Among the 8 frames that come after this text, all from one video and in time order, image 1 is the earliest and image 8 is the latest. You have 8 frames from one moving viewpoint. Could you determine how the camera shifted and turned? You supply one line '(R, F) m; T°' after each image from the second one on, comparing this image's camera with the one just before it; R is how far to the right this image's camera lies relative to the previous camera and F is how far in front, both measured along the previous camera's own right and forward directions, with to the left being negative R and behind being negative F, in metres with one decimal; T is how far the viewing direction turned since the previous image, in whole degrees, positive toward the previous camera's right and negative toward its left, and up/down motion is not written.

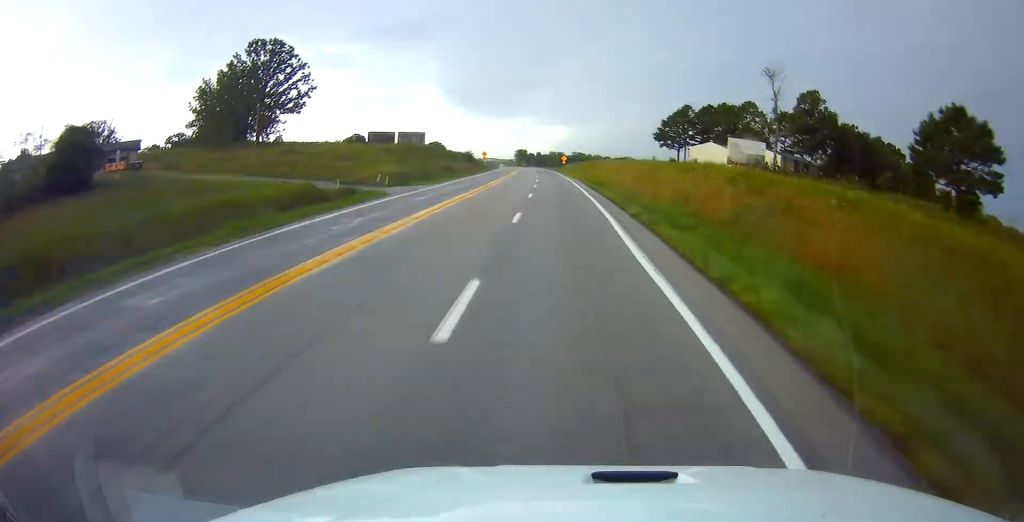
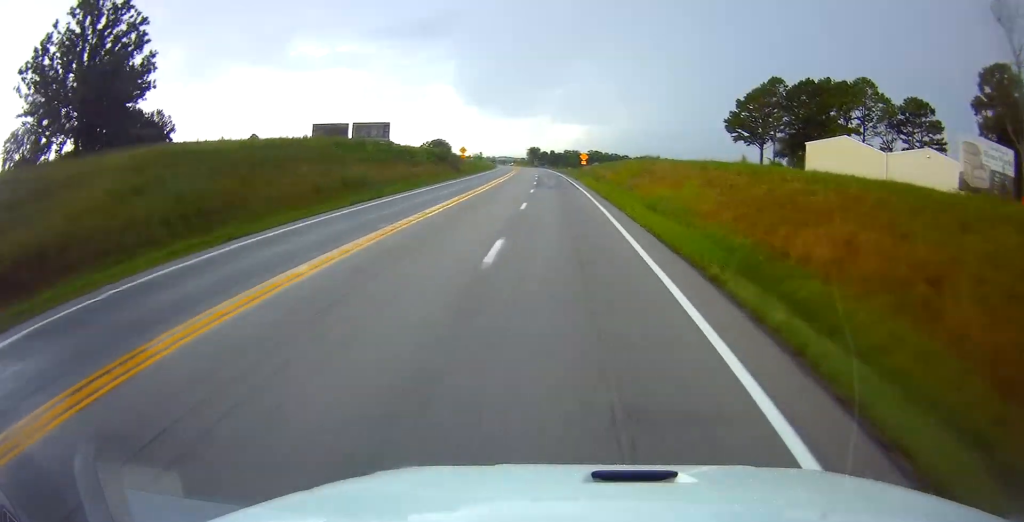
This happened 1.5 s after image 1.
(-0.8, +45.1) m; -2°
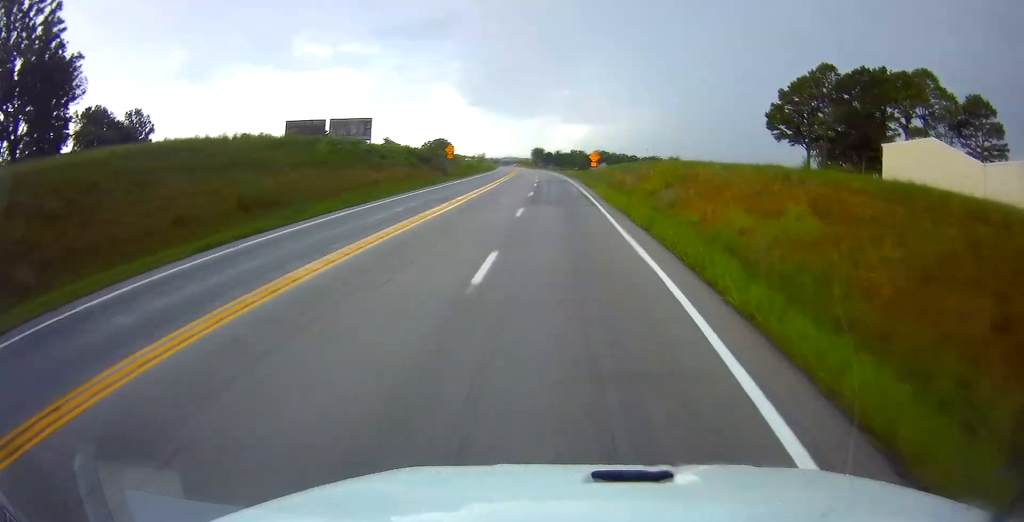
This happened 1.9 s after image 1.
(+0.2, +14.3) m; -1°
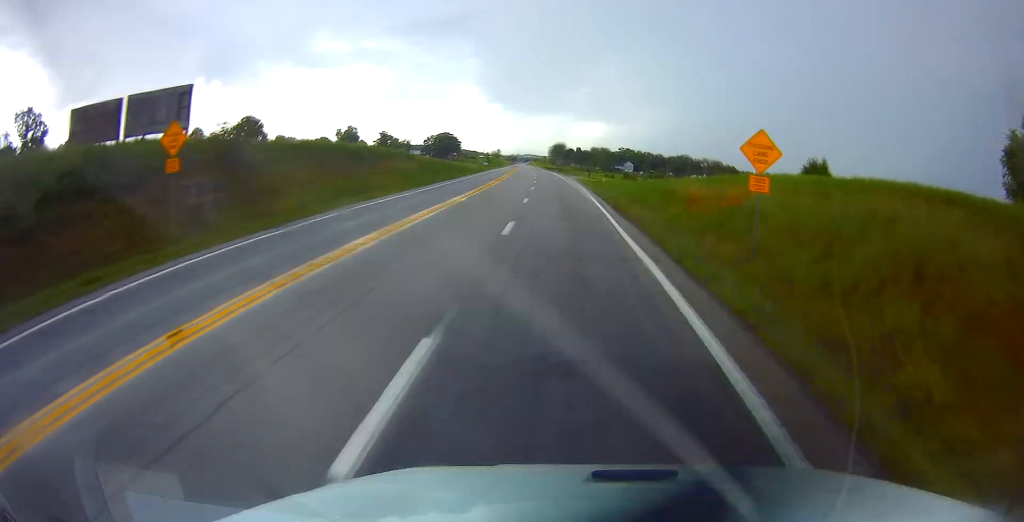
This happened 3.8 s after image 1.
(-0.9, +56.2) m; -2°
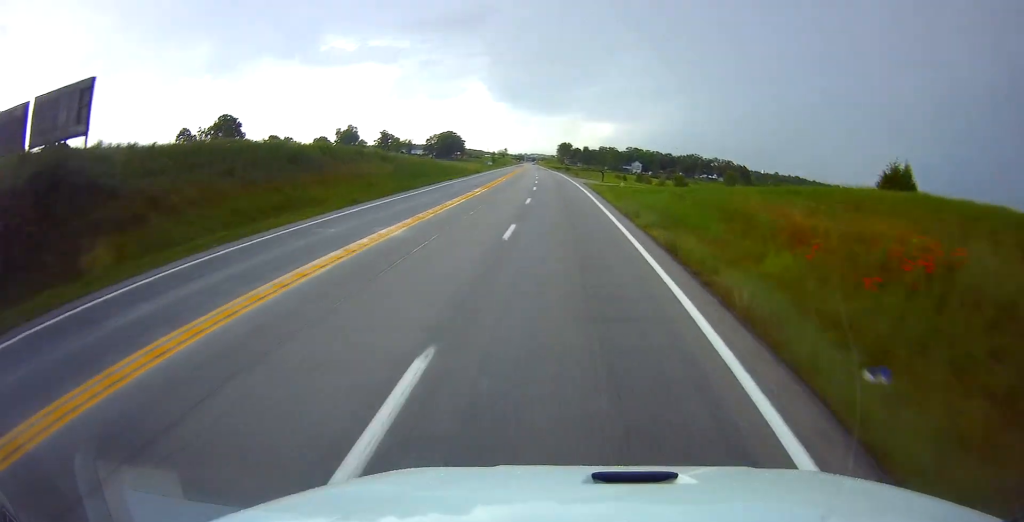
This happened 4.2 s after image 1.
(-0.1, +13.3) m; -1°
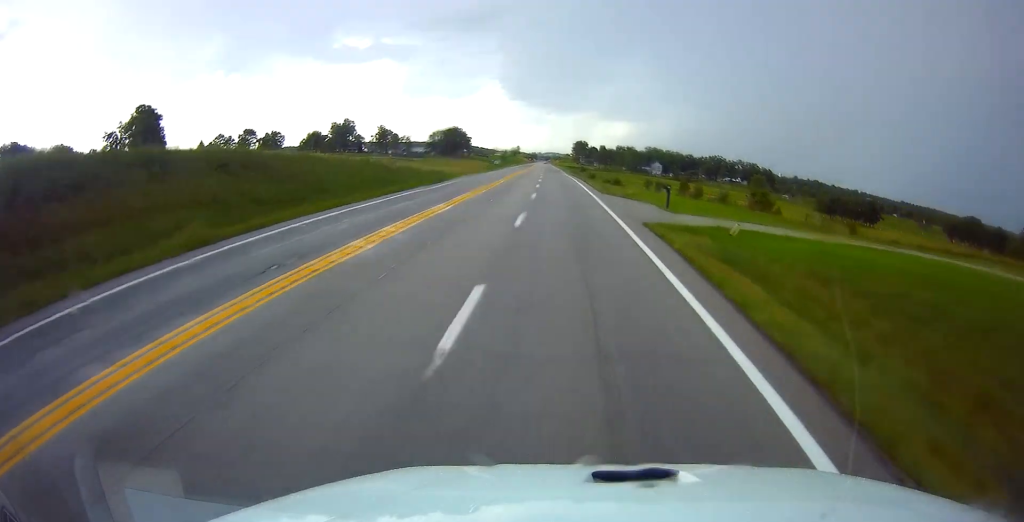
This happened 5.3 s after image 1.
(-1.0, +33.6) m; -1°
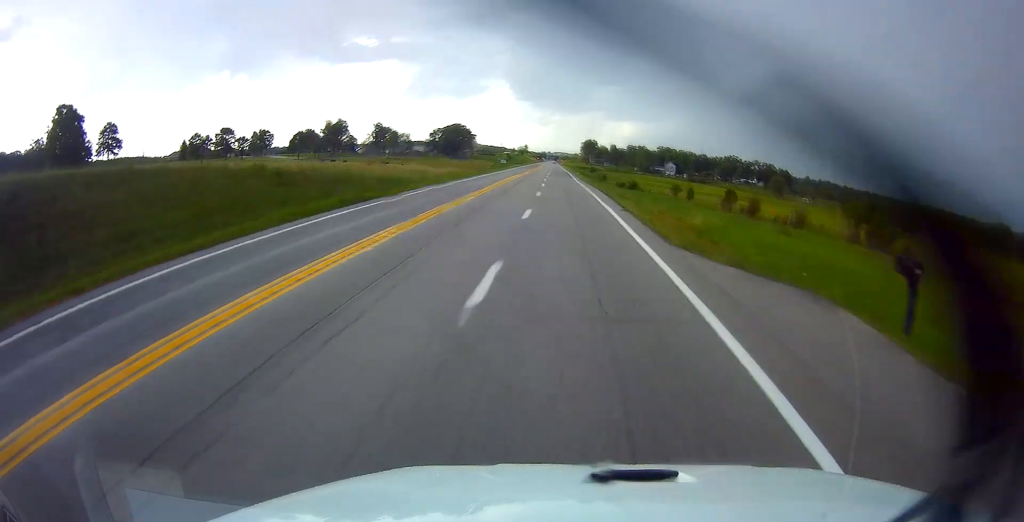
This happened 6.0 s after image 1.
(0.0, +22.2) m; +1°
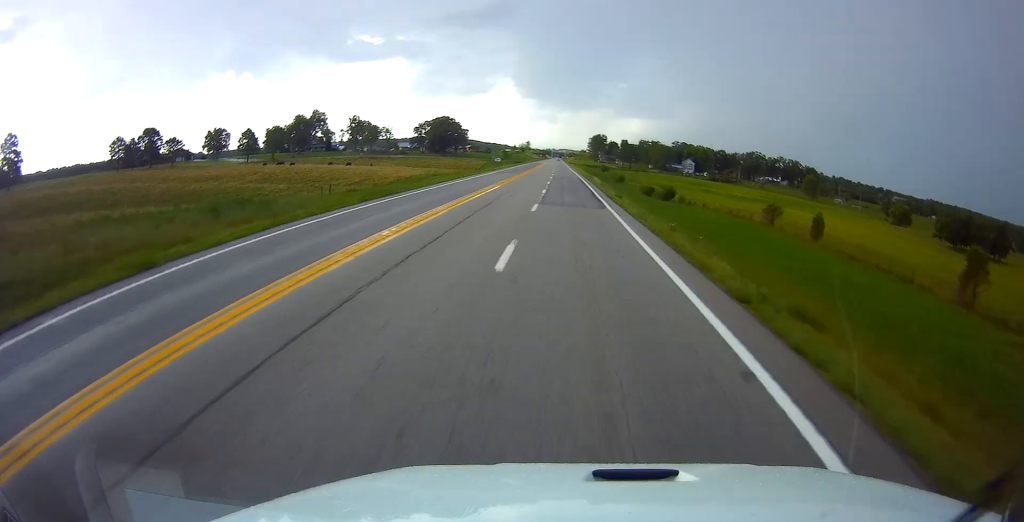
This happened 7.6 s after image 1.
(+0.1, +46.7) m; -1°
